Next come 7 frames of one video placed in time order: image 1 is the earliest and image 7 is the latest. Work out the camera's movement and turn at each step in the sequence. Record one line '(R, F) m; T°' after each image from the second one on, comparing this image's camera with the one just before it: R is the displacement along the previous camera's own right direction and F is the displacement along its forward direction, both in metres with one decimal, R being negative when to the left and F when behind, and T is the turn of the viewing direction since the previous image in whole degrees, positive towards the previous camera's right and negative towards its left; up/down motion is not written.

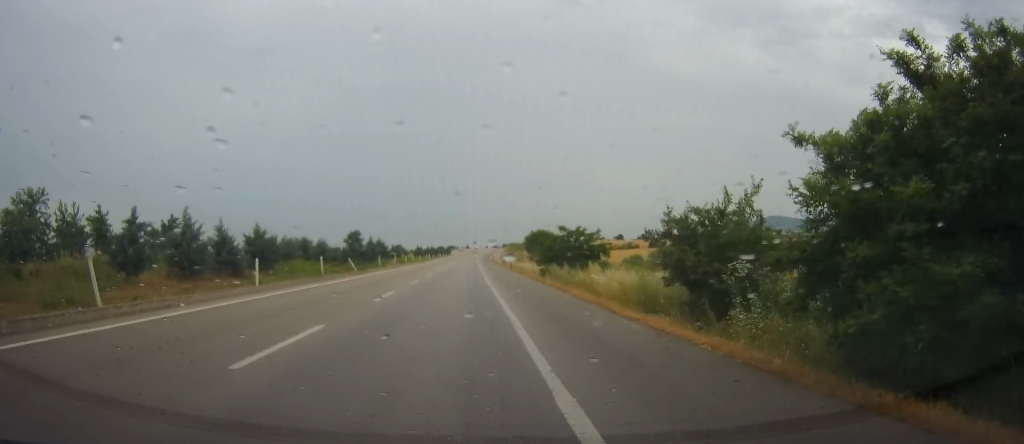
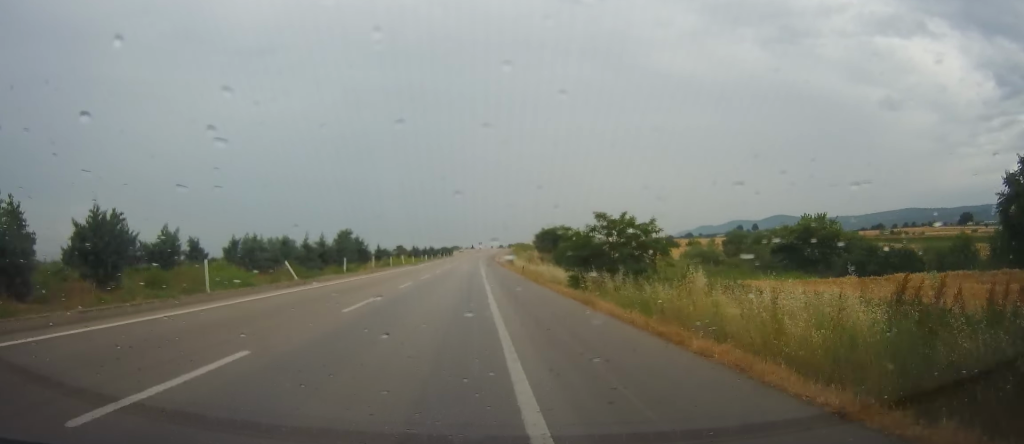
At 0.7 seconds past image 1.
(-0.3, +15.5) m; 0°
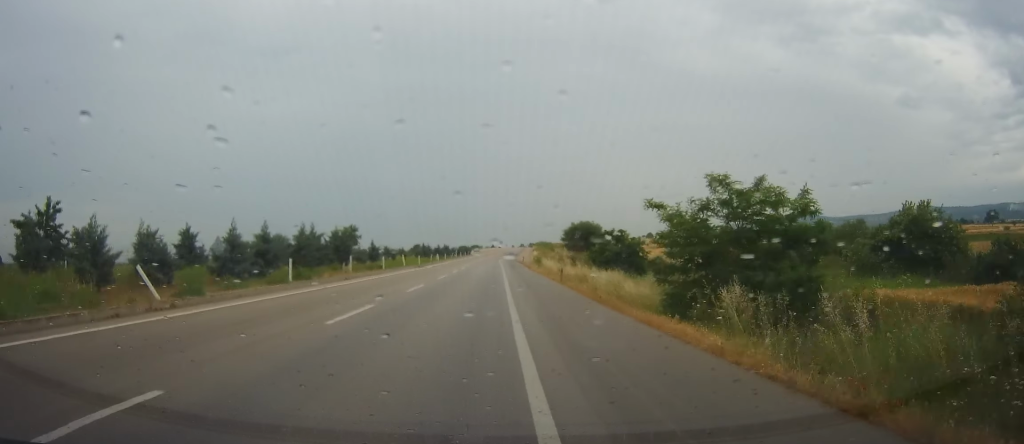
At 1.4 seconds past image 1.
(+0.3, +14.7) m; 0°
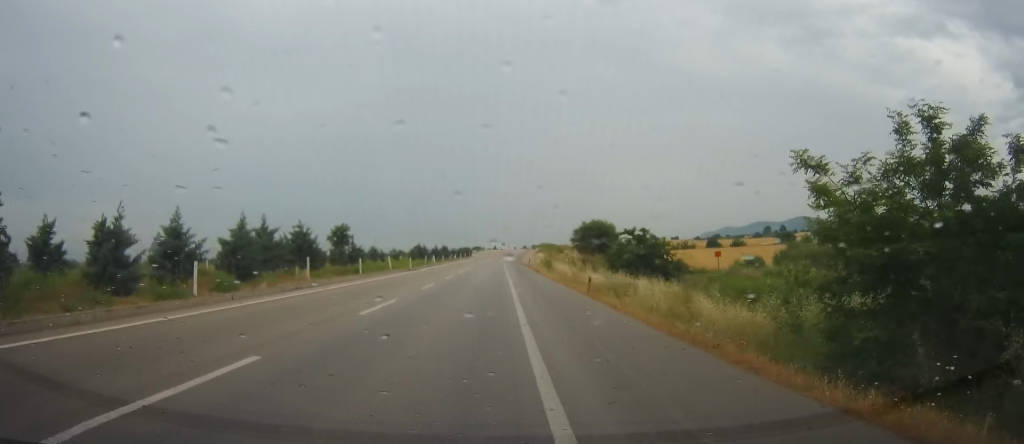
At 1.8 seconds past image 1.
(+0.2, +9.7) m; 0°
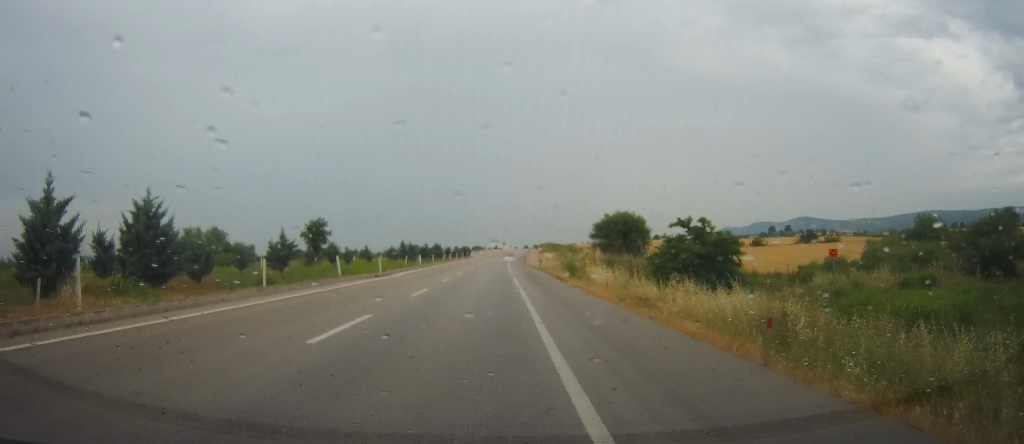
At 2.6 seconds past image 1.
(-0.4, +16.7) m; 0°
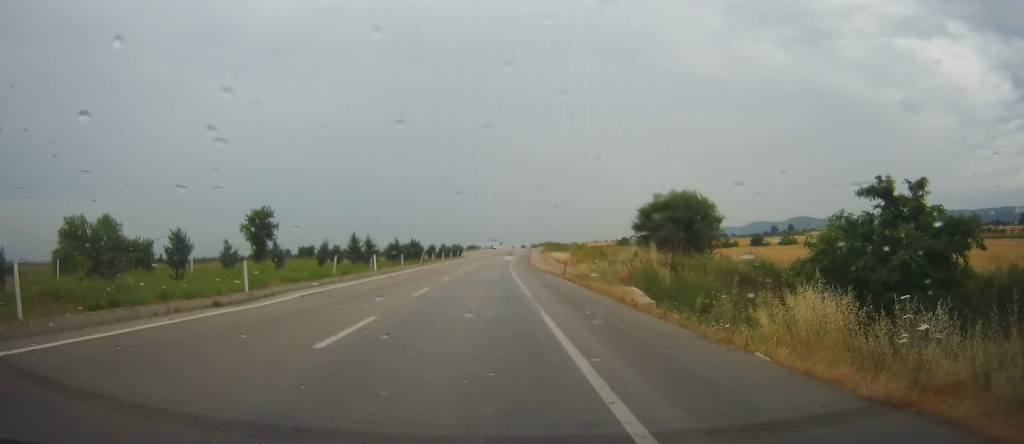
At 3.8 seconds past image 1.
(+0.5, +24.2) m; 0°
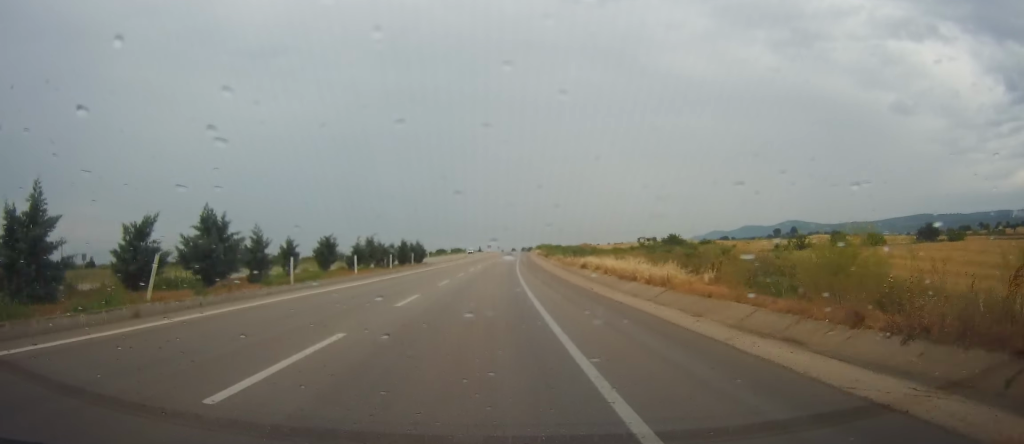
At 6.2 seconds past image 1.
(-0.2, +50.6) m; 0°
